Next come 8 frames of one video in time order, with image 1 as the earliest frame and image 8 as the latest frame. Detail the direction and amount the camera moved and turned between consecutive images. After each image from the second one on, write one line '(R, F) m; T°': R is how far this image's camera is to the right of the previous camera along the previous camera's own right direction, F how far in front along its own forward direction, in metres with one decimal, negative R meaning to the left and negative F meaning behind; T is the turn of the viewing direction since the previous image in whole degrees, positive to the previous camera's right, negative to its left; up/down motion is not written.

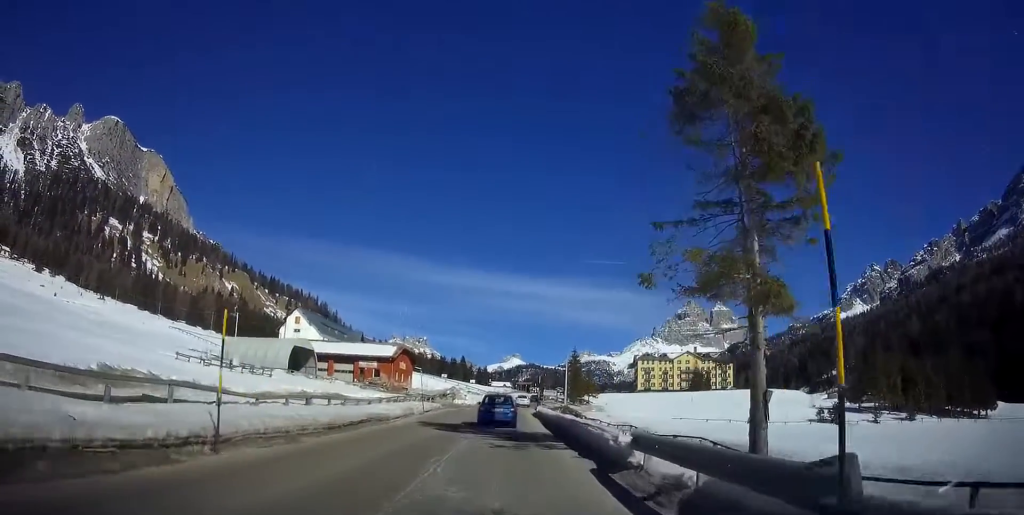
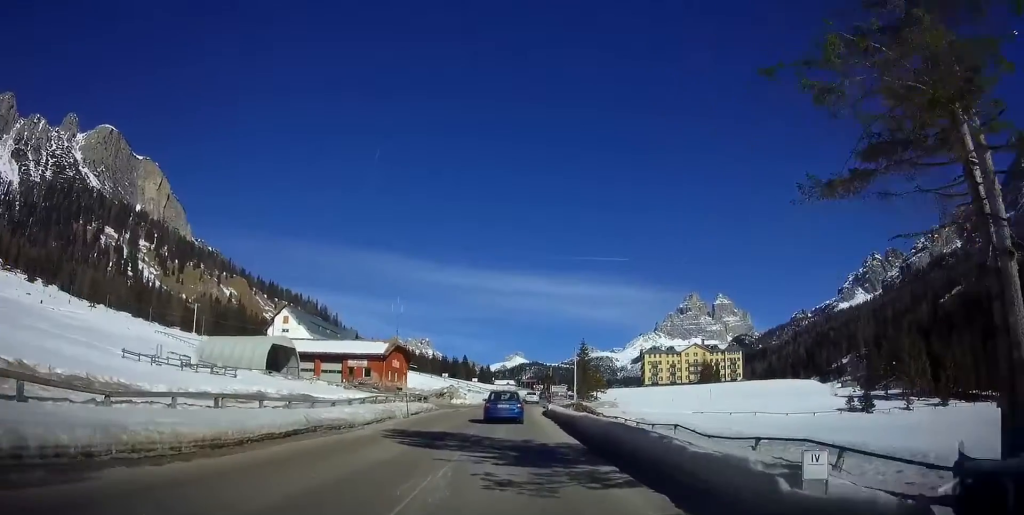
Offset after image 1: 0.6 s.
(0.0, +7.7) m; 0°
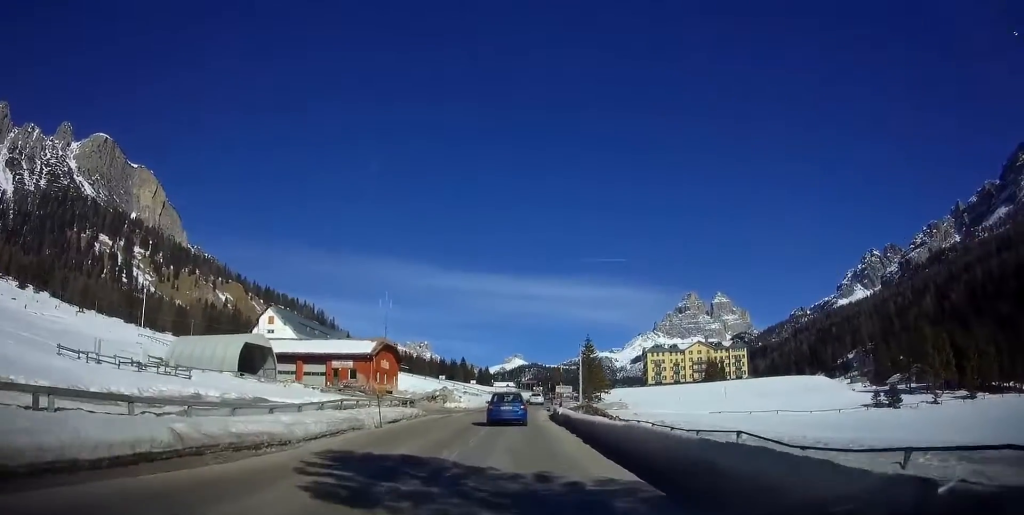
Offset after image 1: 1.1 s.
(0.0, +6.8) m; 0°
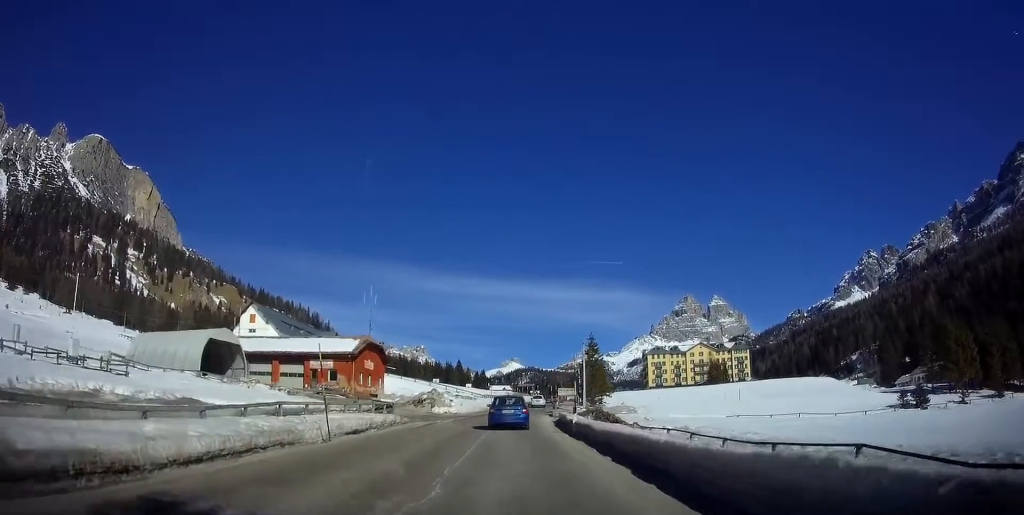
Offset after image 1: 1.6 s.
(0.0, +6.7) m; +1°
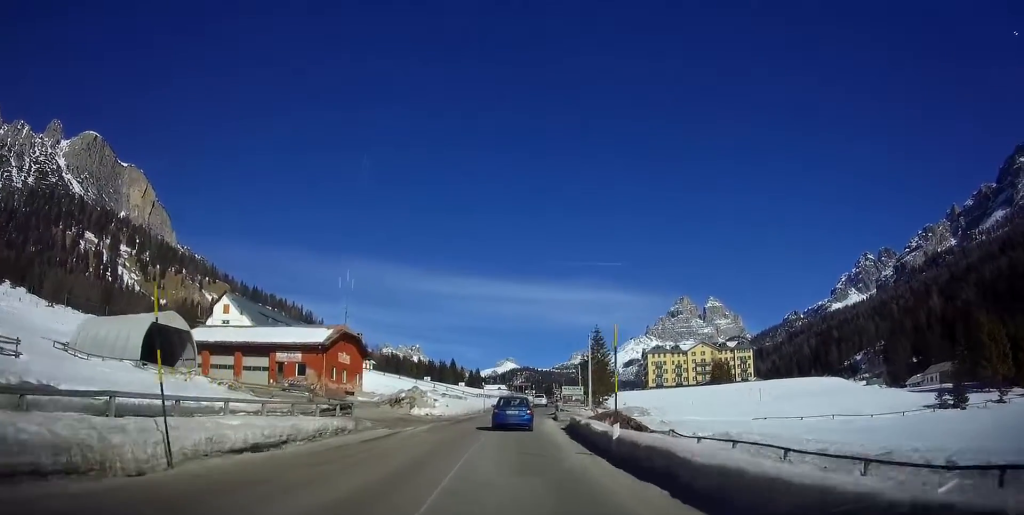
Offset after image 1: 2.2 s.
(0.0, +8.5) m; +1°
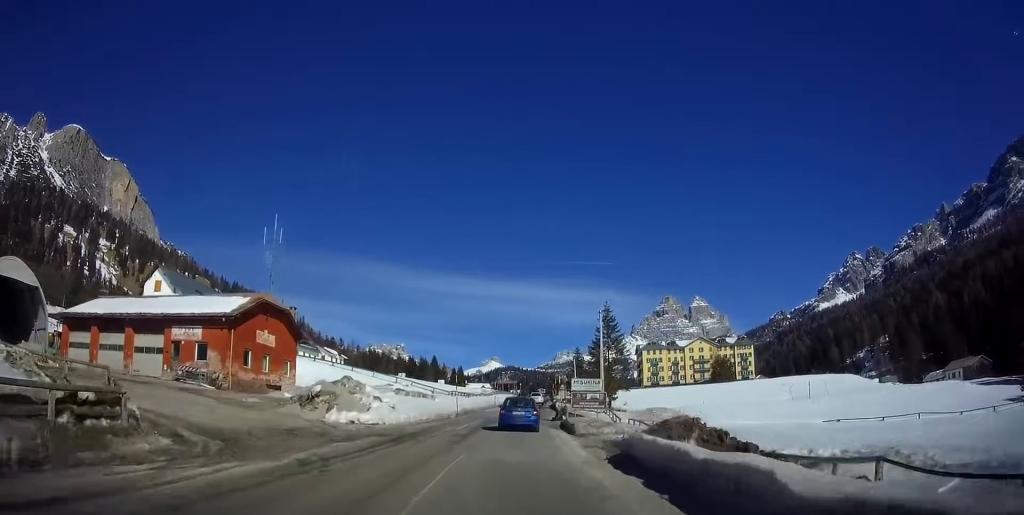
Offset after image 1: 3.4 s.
(+0.2, +15.8) m; +1°
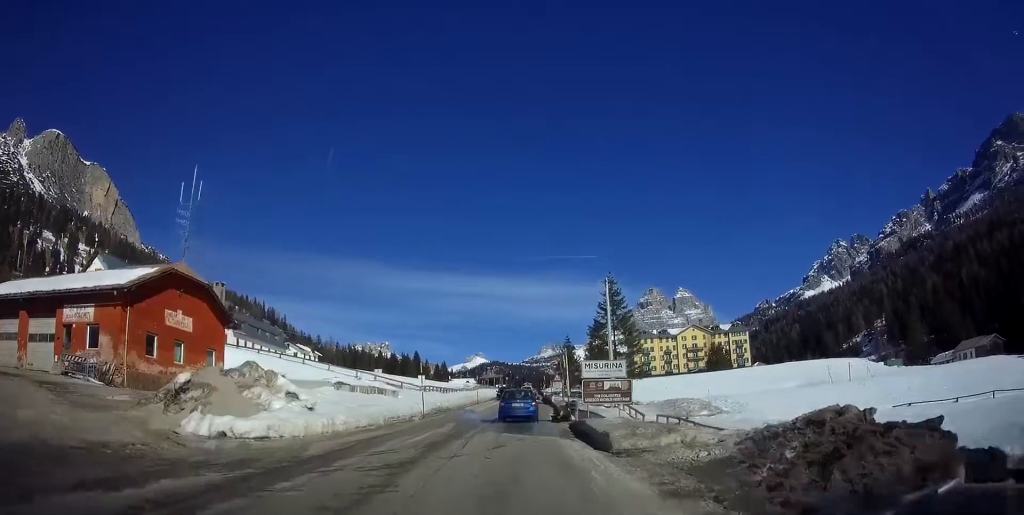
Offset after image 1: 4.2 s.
(-0.1, +10.0) m; +1°
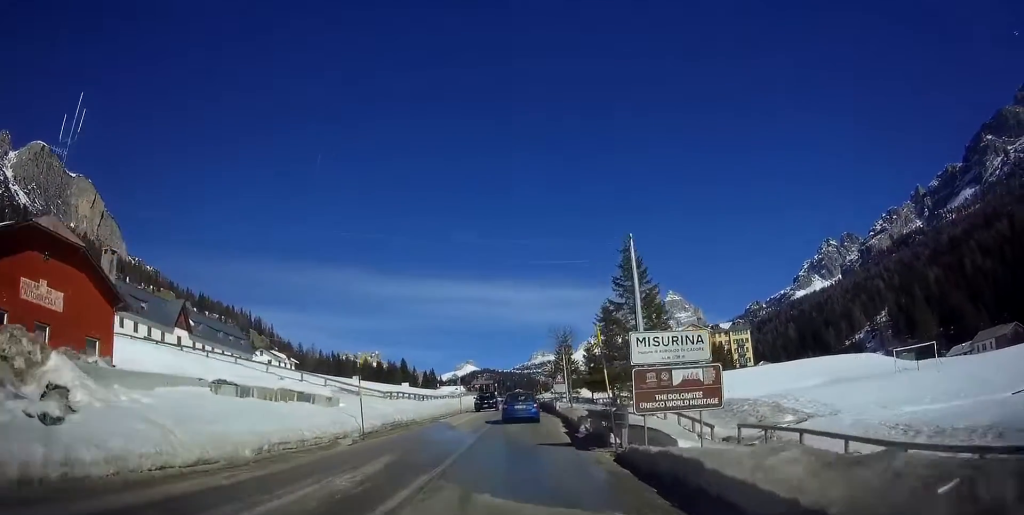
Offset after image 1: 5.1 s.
(+0.3, +10.6) m; +1°
